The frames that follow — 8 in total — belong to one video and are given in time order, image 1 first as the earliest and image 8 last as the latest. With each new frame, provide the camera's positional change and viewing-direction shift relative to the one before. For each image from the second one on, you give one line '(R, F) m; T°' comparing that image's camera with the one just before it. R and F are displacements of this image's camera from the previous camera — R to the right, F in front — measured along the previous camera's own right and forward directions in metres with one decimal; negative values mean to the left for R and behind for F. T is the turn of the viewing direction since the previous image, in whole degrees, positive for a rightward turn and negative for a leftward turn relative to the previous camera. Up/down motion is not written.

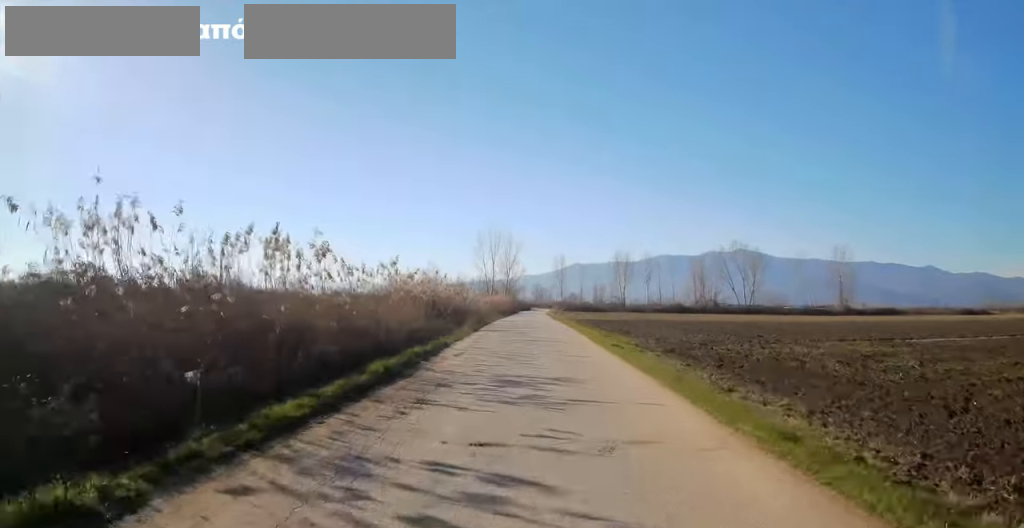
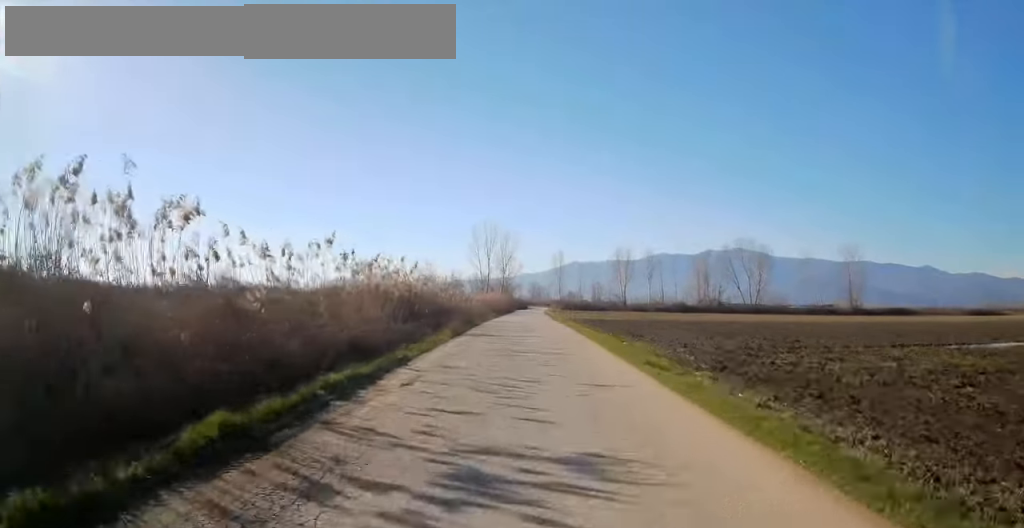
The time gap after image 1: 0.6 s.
(+0.1, +7.2) m; 0°
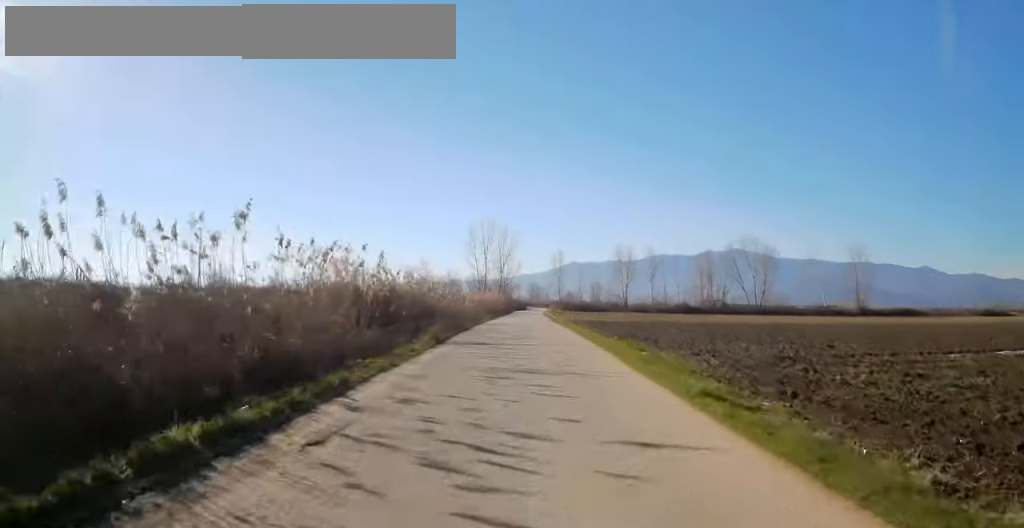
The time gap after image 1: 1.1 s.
(0.0, +5.3) m; -1°
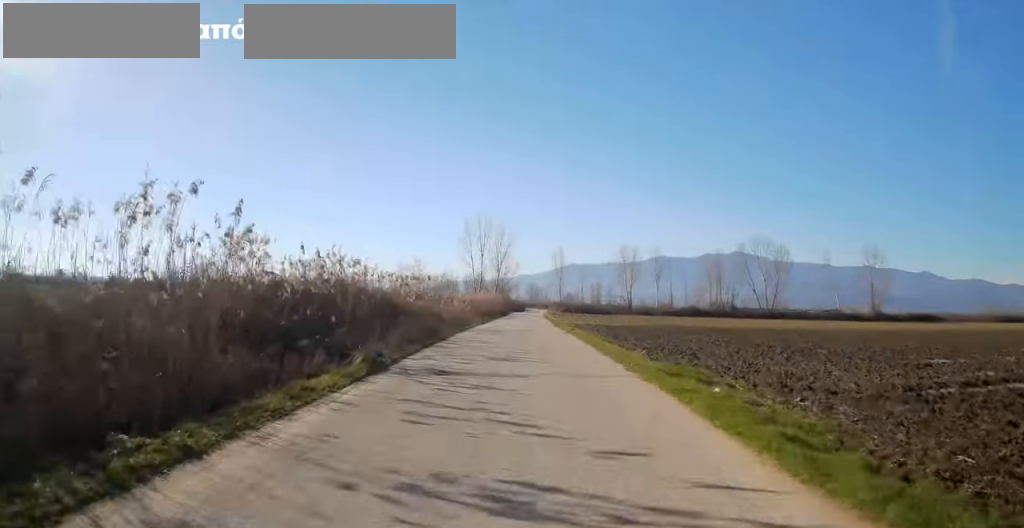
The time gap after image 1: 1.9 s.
(-0.2, +10.0) m; 0°
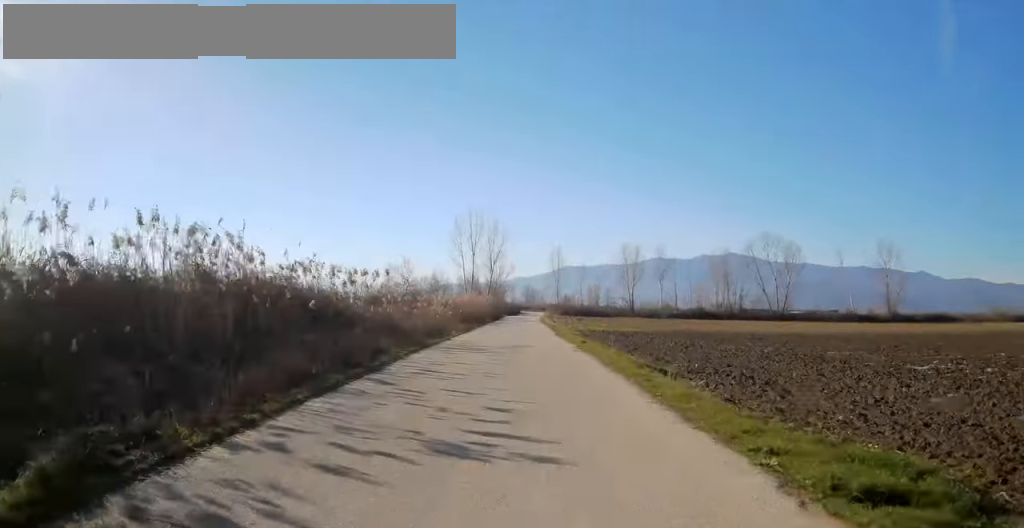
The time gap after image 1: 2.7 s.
(-0.1, +10.4) m; +4°
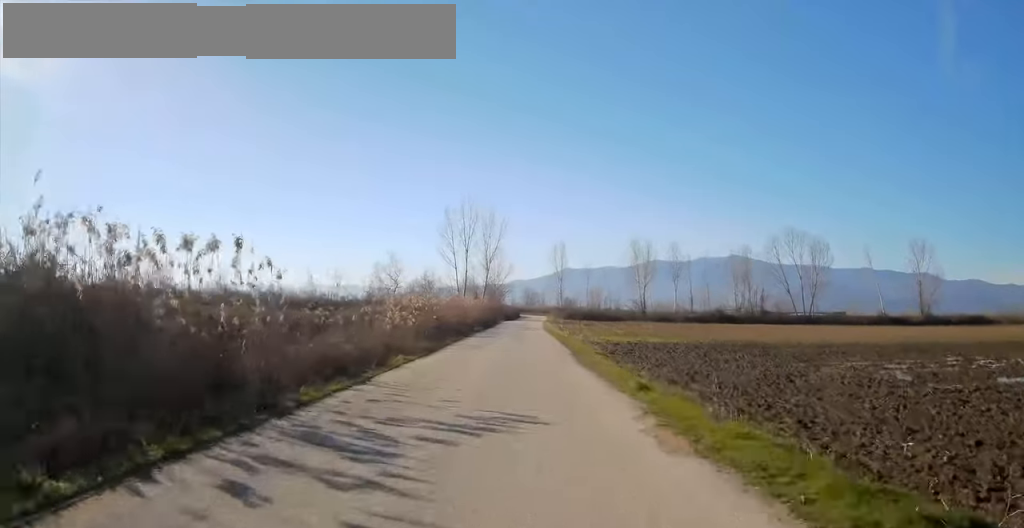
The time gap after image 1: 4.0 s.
(+1.0, +12.5) m; +1°
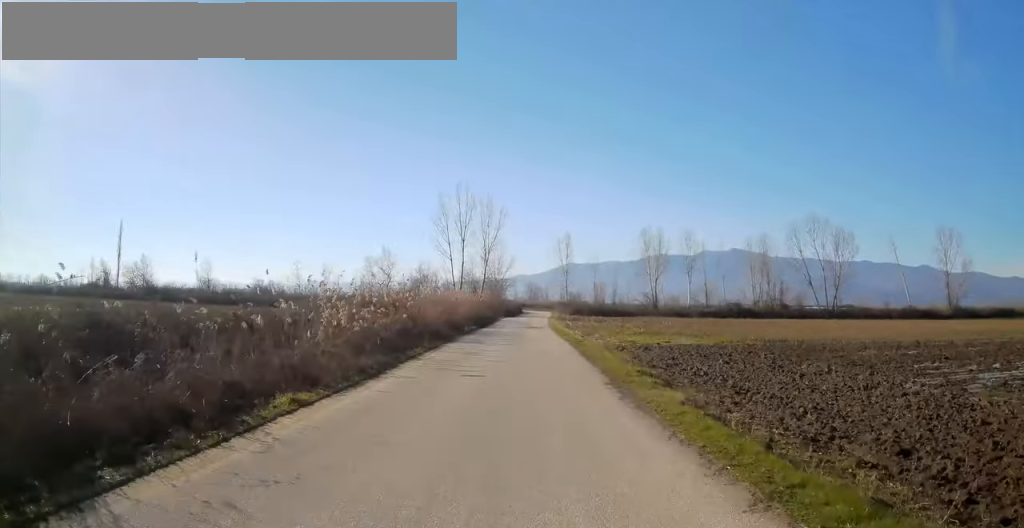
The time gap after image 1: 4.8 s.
(-0.4, +9.3) m; -3°
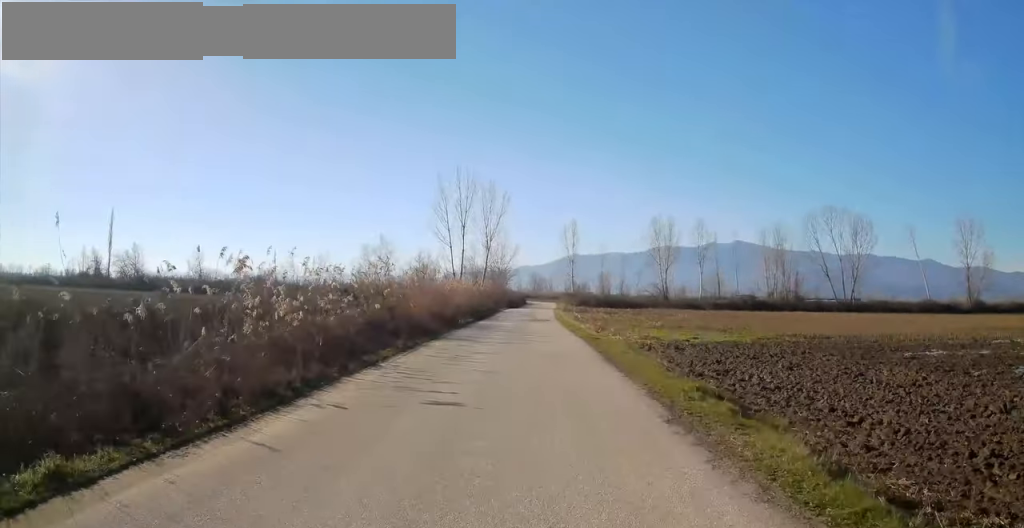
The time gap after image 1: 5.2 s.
(+0.1, +5.6) m; 0°
